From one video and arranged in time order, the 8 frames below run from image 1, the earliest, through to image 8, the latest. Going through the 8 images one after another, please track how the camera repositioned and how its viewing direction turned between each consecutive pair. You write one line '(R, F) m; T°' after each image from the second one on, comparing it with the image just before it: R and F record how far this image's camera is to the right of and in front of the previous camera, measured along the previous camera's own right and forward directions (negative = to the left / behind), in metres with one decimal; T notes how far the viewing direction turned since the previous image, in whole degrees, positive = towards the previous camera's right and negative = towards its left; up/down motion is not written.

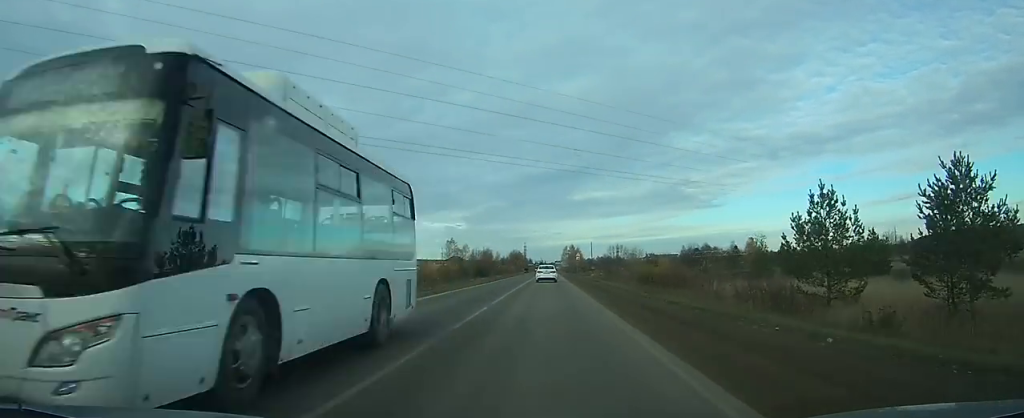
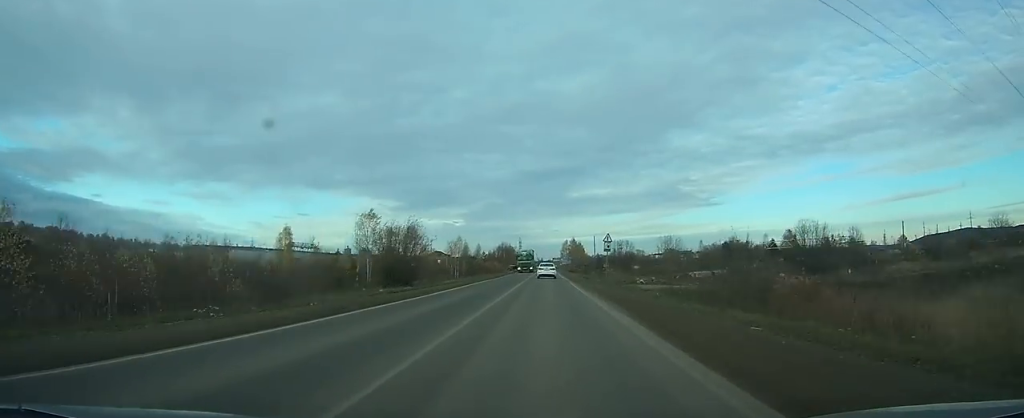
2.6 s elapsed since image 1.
(0.0, +53.0) m; 0°
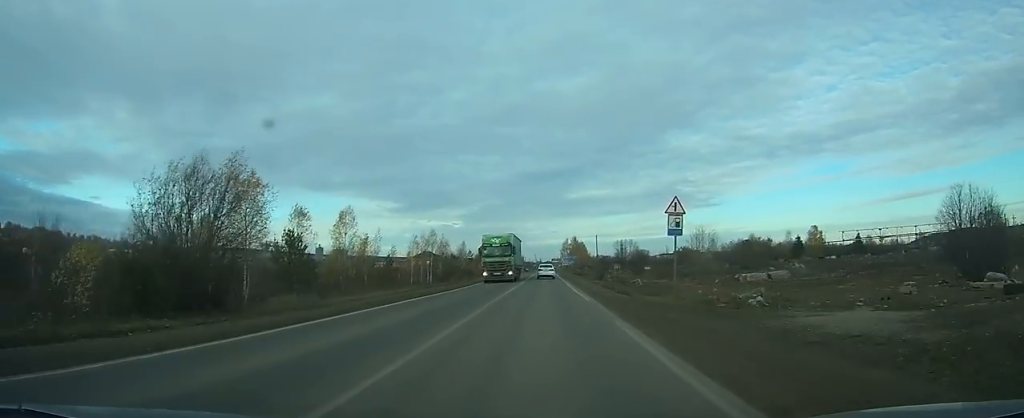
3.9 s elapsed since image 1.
(+0.1, +27.4) m; 0°
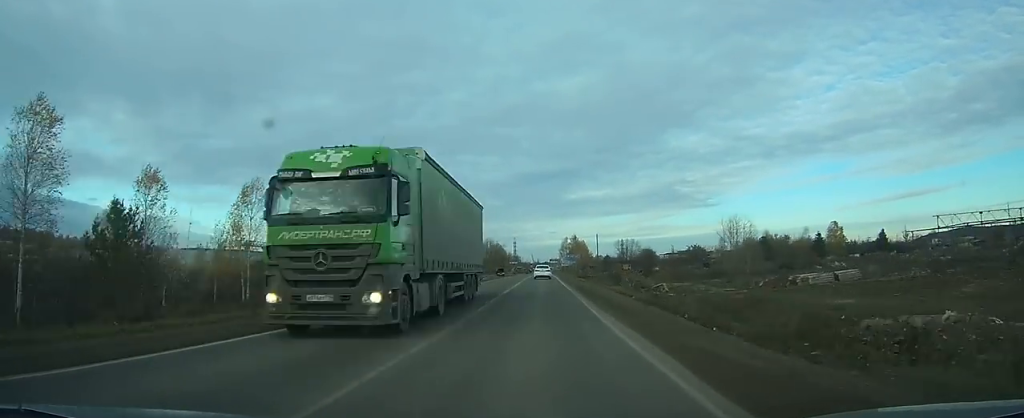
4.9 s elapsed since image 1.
(0.0, +19.1) m; 0°
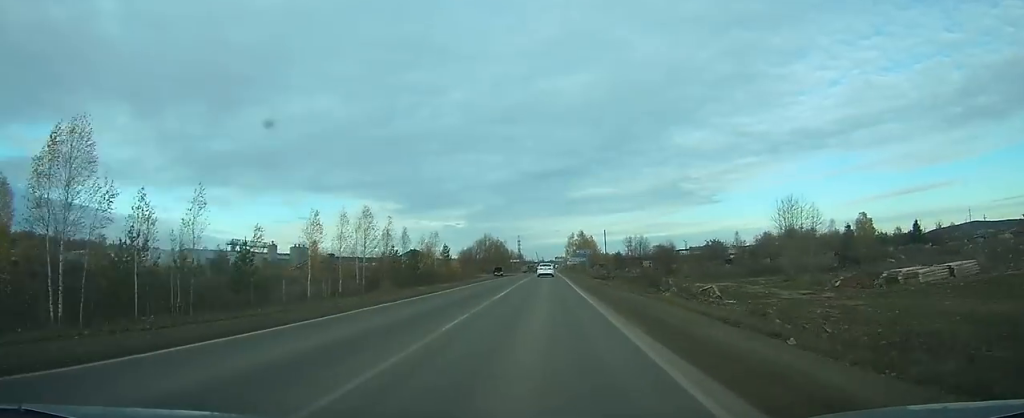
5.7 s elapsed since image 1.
(0.0, +17.7) m; 0°
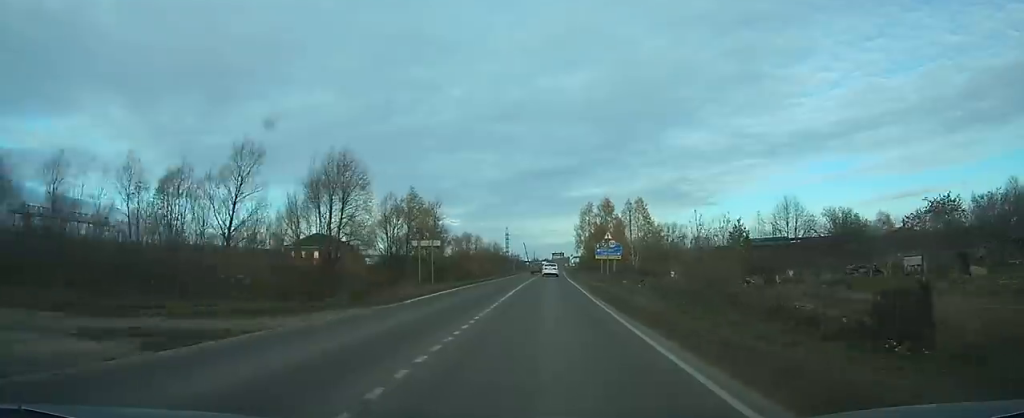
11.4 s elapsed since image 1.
(-0.3, +113.9) m; 0°
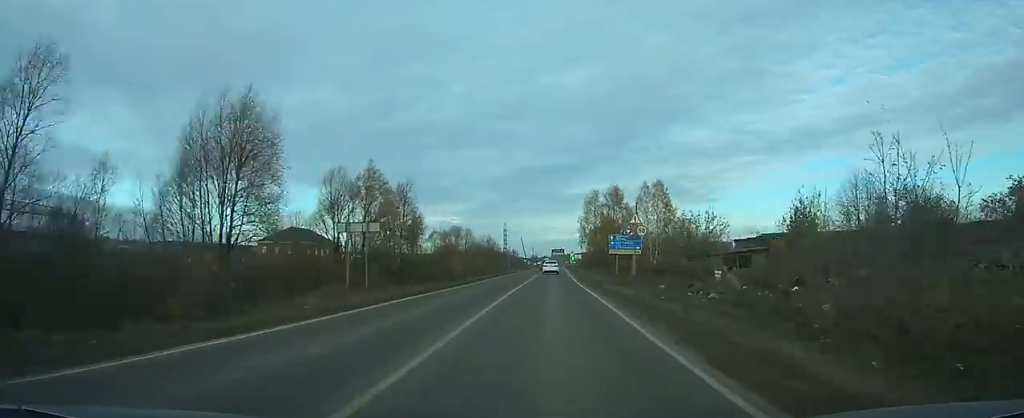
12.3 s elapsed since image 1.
(0.0, +17.0) m; 0°
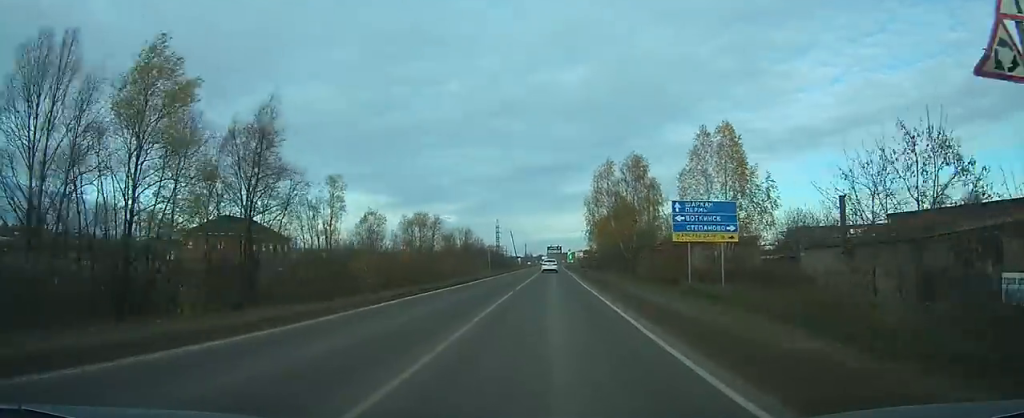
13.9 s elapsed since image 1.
(+0.1, +32.1) m; 0°
